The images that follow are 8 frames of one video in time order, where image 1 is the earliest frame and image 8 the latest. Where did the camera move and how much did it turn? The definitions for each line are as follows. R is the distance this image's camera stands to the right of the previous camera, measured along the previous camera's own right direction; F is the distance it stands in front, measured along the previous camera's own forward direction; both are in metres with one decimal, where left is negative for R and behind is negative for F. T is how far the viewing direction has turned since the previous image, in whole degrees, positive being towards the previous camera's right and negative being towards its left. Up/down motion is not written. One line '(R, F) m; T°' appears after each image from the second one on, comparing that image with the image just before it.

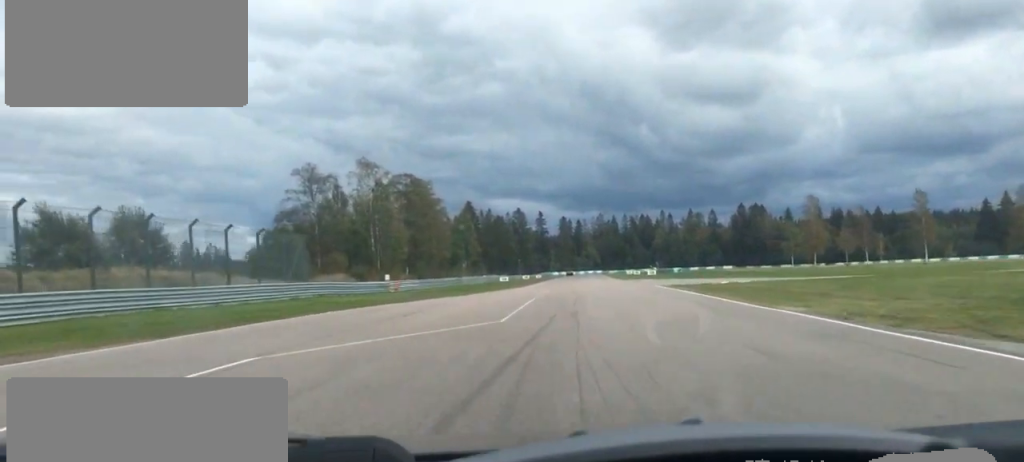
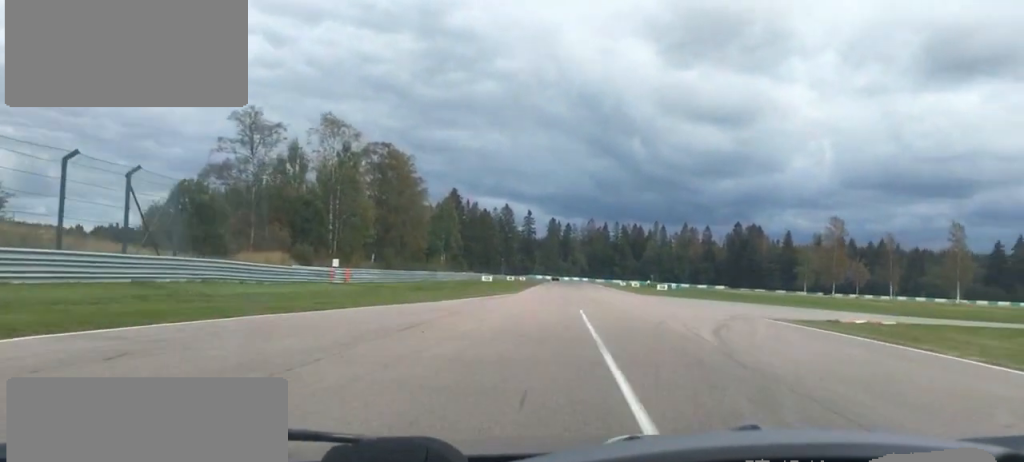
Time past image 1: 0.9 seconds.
(-0.4, +21.7) m; +1°
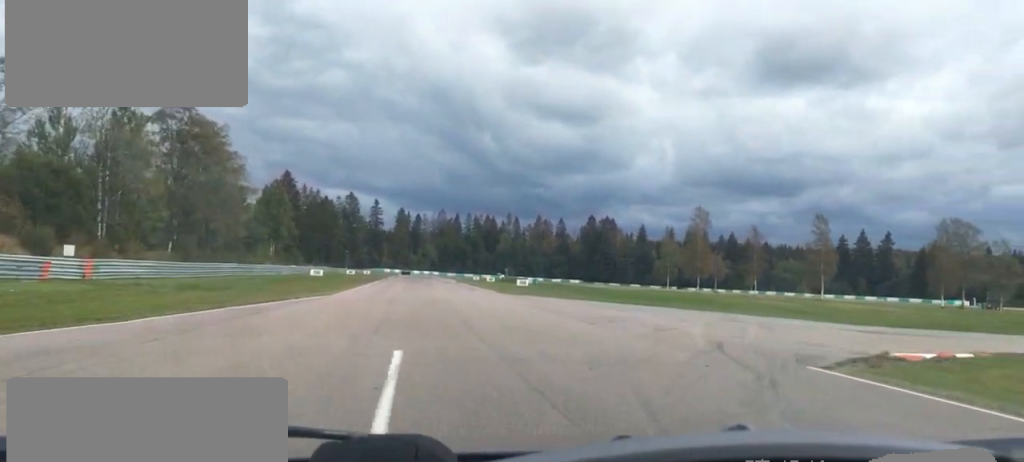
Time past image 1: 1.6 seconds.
(+0.7, +16.8) m; +2°
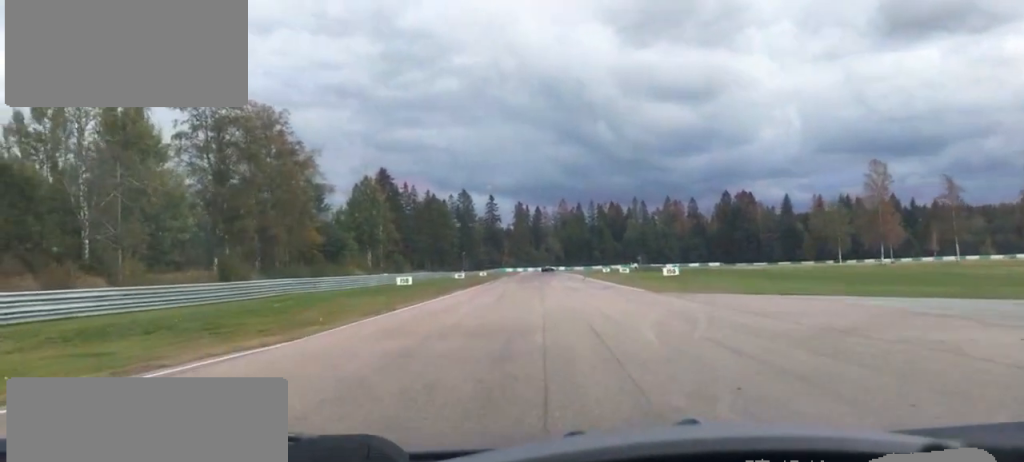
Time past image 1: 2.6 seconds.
(+0.2, +22.2) m; -1°
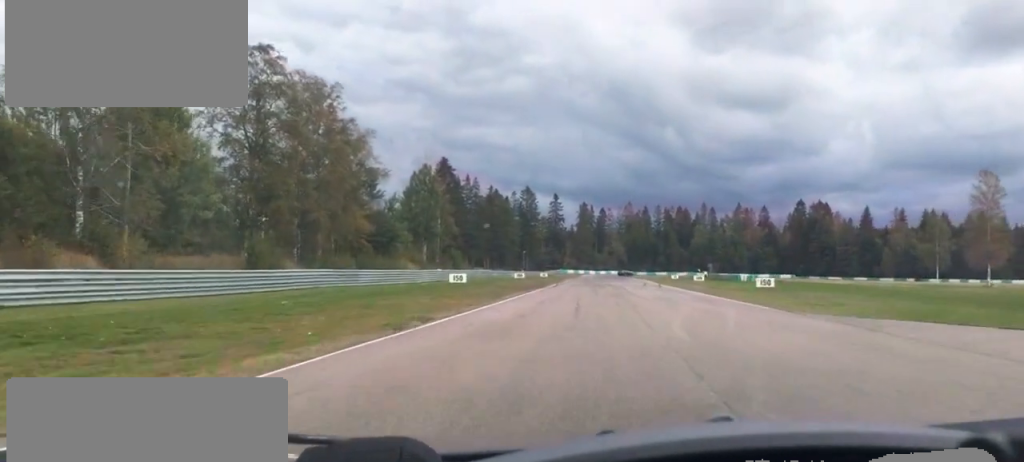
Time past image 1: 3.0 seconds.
(0.0, +9.2) m; -1°
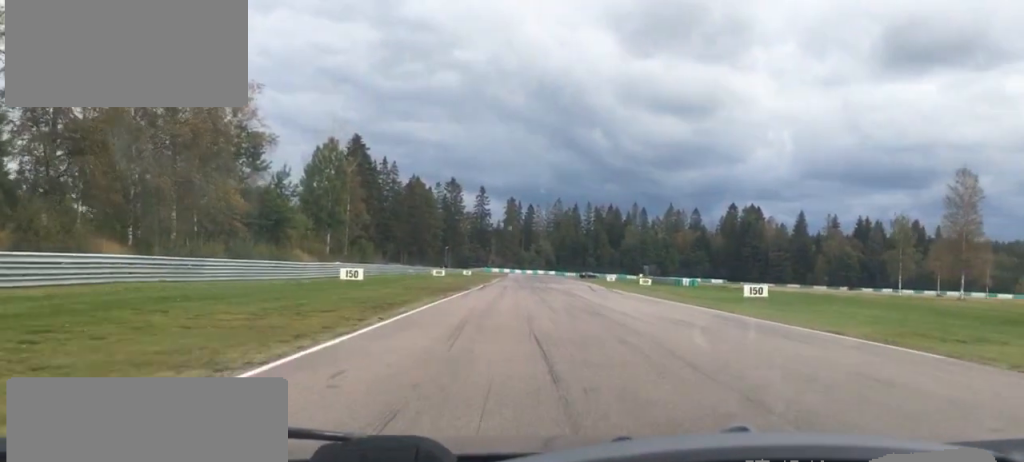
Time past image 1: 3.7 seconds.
(-0.3, +15.6) m; -1°
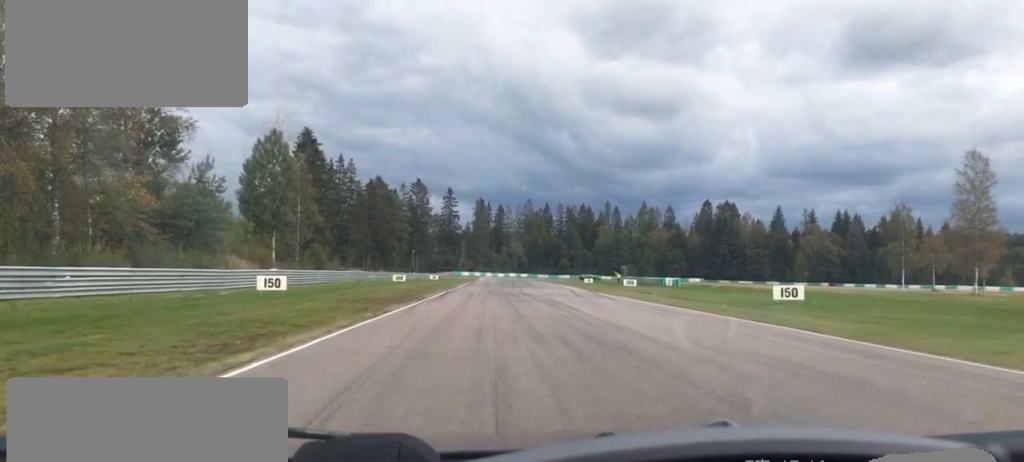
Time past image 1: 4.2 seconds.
(0.0, +11.0) m; 0°
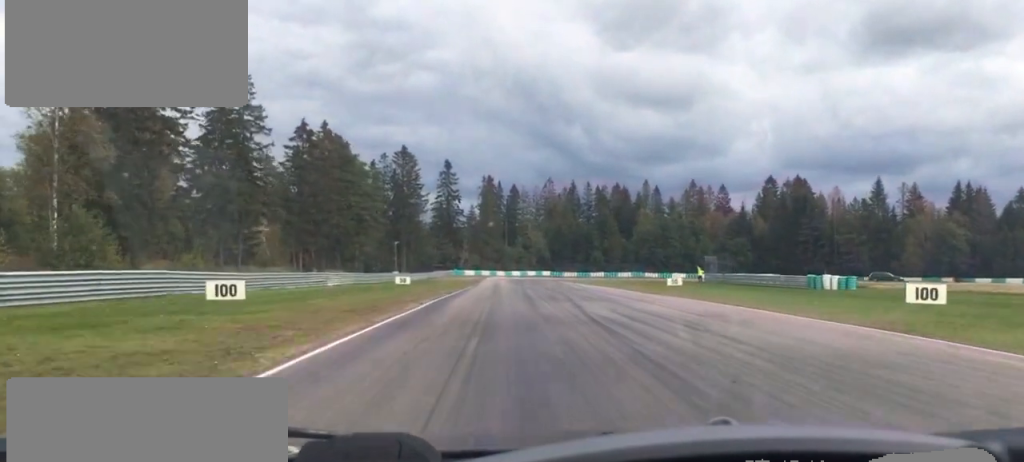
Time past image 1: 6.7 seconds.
(+1.7, +58.7) m; +1°
